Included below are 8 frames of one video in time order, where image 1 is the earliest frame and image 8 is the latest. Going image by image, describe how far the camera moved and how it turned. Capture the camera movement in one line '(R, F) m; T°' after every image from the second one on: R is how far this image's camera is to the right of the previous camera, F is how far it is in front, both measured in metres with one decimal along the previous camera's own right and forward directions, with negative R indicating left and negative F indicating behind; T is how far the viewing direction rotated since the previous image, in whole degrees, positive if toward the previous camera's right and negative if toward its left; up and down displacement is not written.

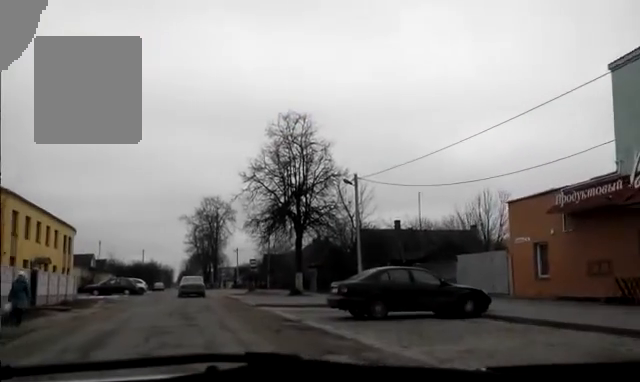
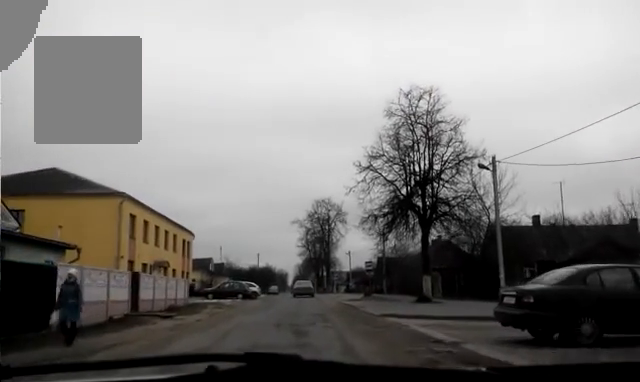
(-0.6, +4.8) m; -7°
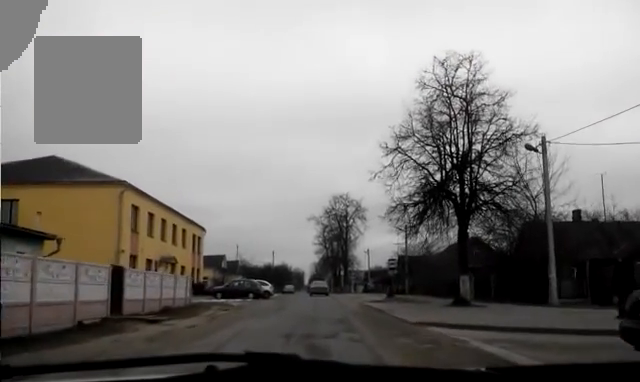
(-0.1, +3.9) m; -2°
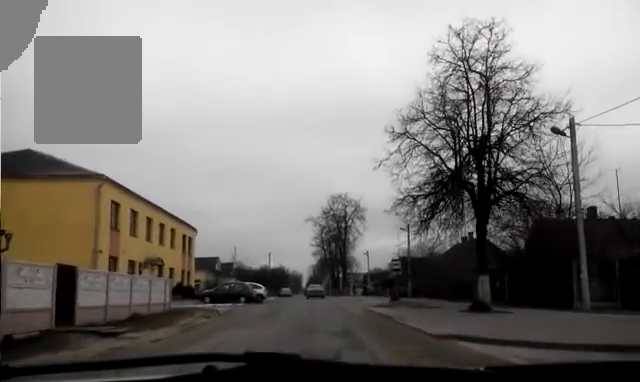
(+0.1, +3.0) m; 0°
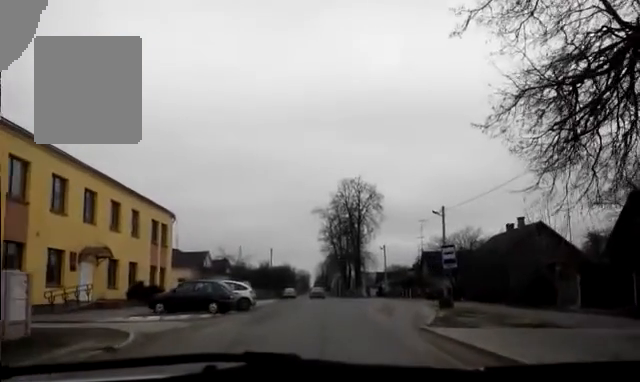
(-0.2, +12.8) m; -1°
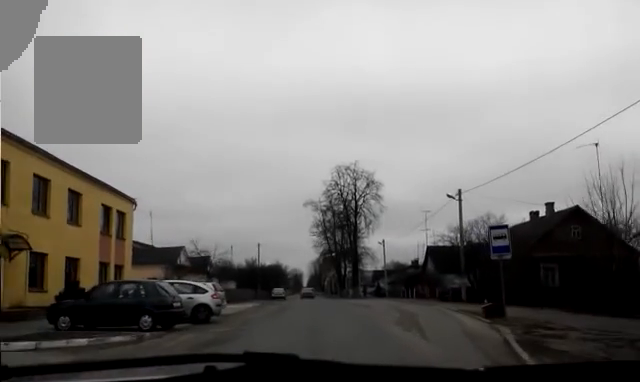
(0.0, +8.0) m; 0°
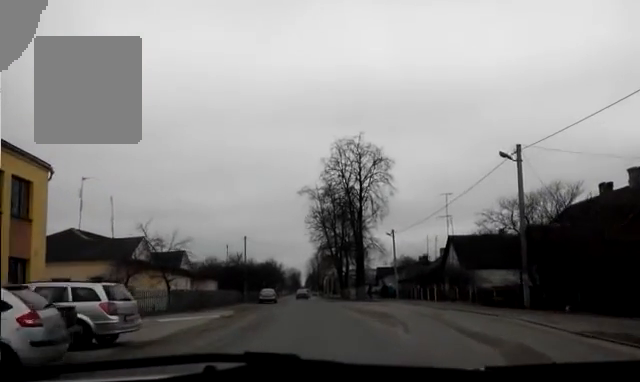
(0.0, +11.0) m; +1°
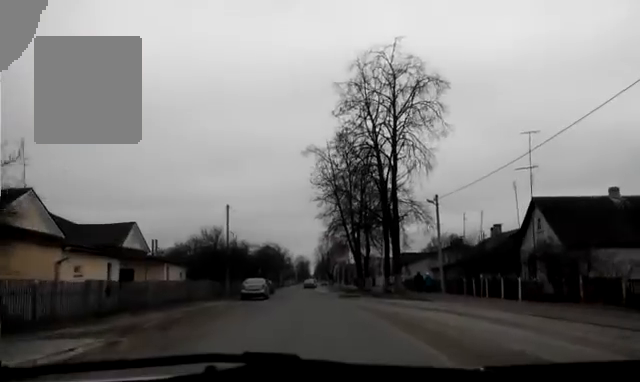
(-0.1, +16.2) m; -2°
